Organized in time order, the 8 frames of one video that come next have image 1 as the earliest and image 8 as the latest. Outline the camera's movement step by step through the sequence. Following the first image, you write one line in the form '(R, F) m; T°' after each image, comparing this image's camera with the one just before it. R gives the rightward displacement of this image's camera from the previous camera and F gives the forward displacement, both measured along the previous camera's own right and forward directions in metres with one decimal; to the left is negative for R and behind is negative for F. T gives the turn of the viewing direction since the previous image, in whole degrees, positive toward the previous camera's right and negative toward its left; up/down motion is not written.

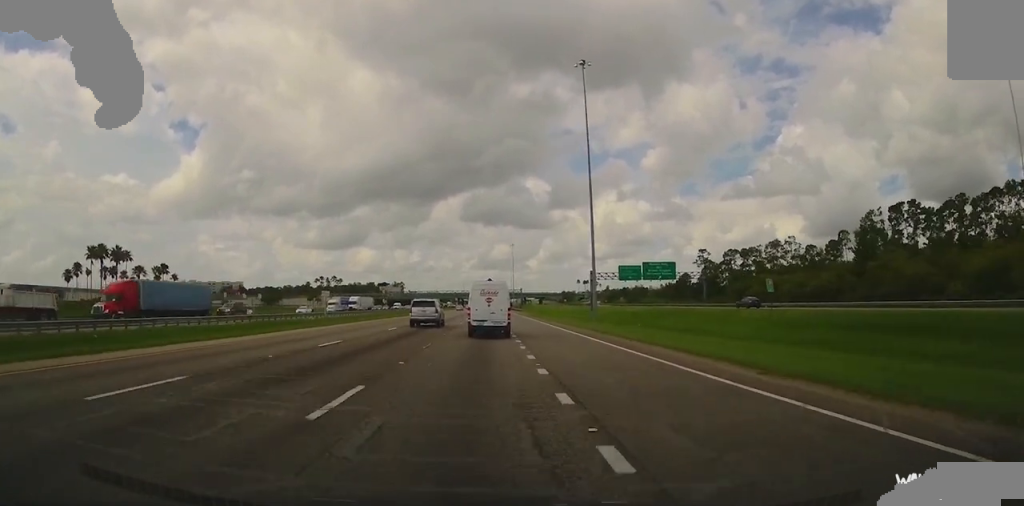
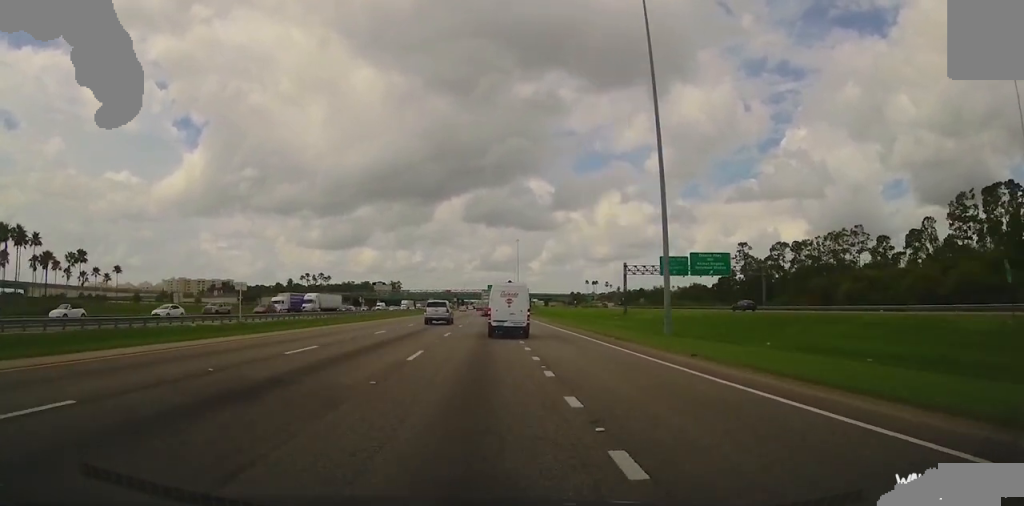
(+0.3, +30.0) m; 0°
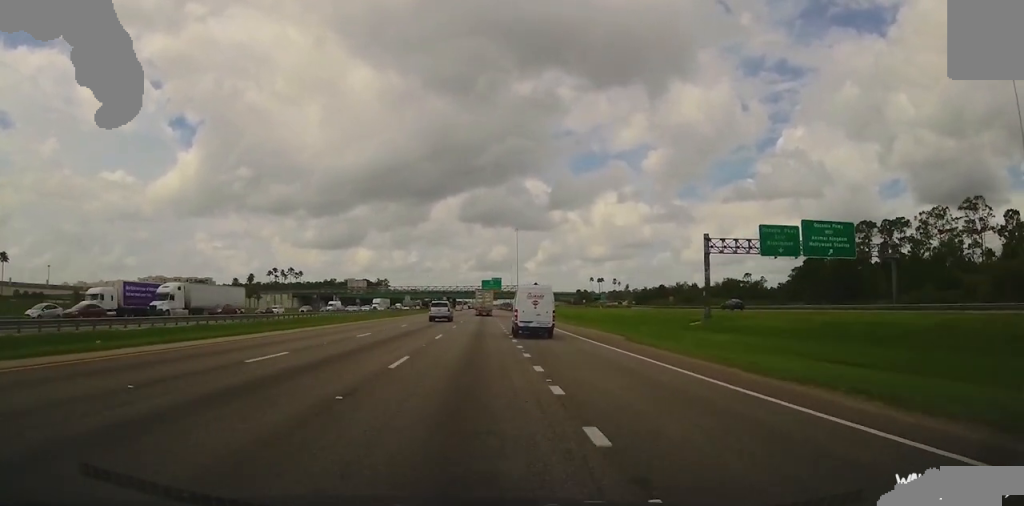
(+0.2, +39.8) m; +1°
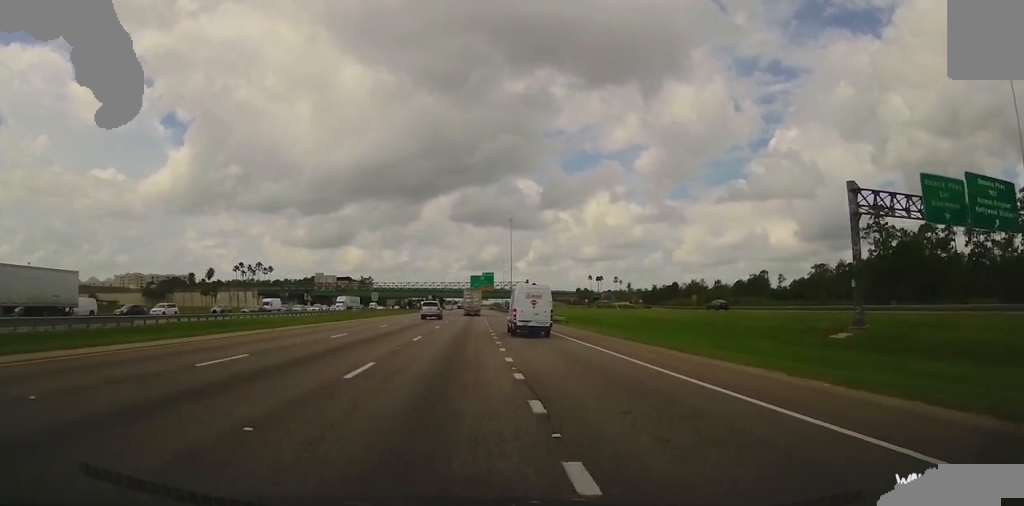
(-0.2, +27.8) m; +2°
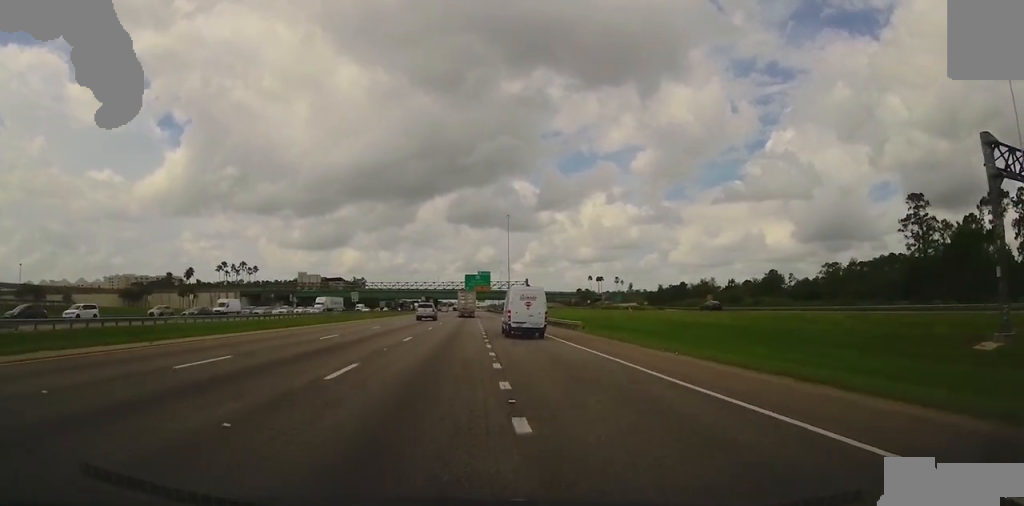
(+0.3, +12.7) m; 0°
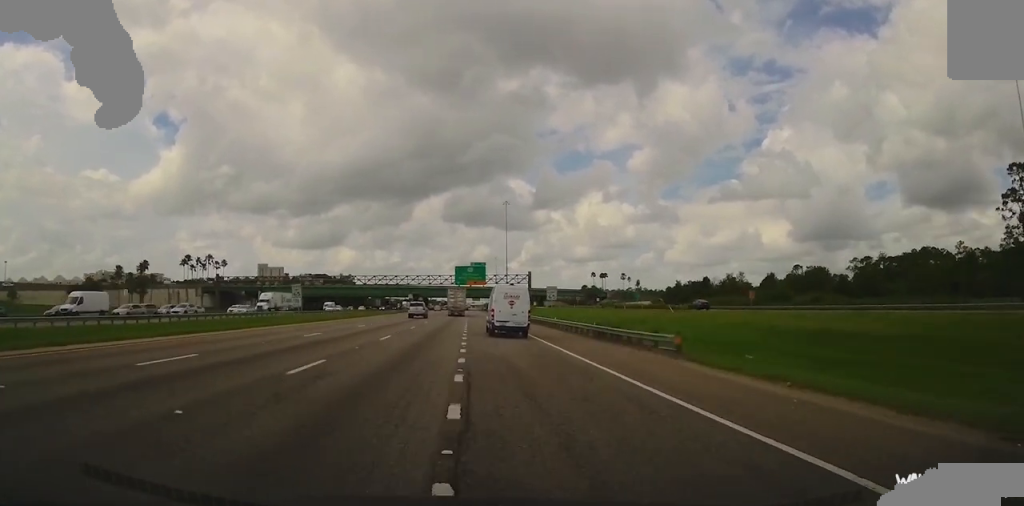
(+0.4, +25.5) m; 0°
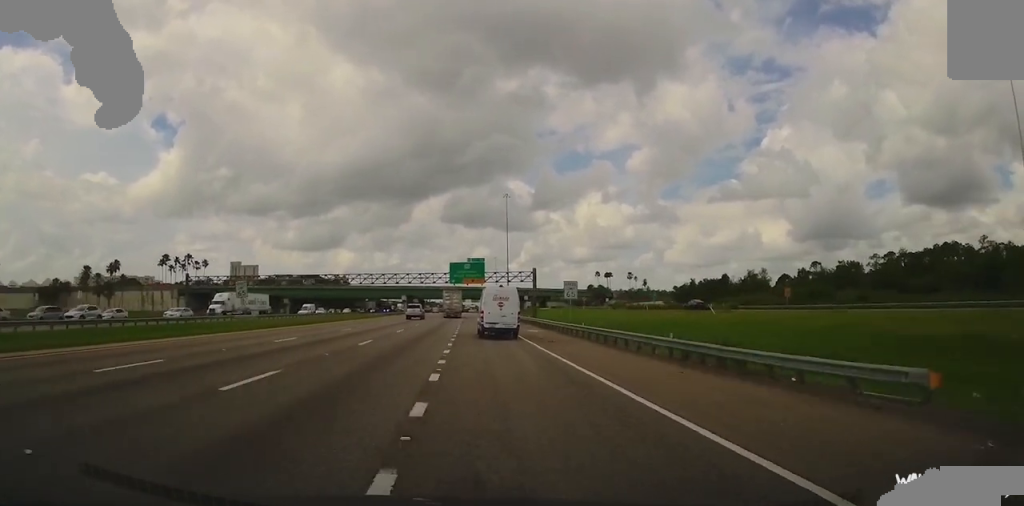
(-0.3, +14.6) m; -1°
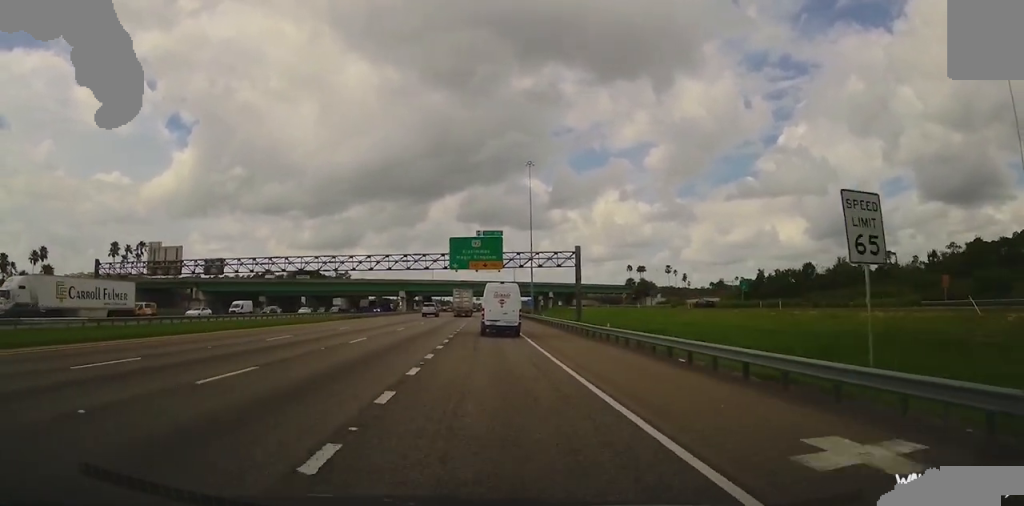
(-0.3, +36.6) m; -1°
